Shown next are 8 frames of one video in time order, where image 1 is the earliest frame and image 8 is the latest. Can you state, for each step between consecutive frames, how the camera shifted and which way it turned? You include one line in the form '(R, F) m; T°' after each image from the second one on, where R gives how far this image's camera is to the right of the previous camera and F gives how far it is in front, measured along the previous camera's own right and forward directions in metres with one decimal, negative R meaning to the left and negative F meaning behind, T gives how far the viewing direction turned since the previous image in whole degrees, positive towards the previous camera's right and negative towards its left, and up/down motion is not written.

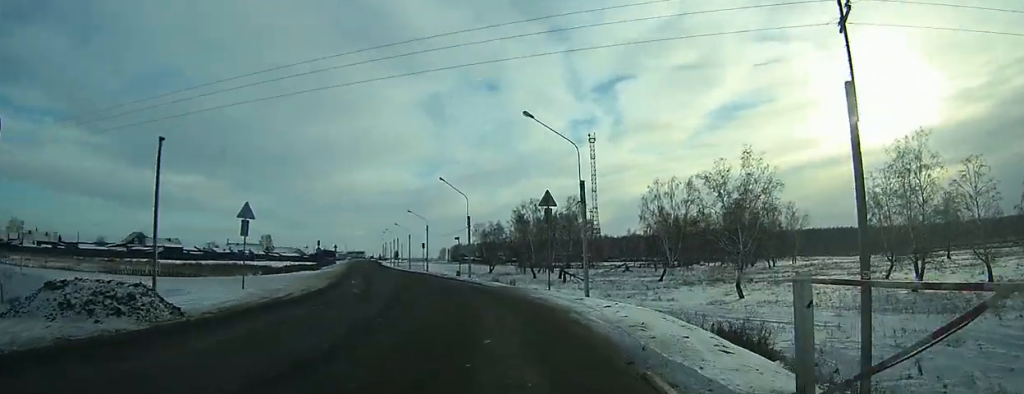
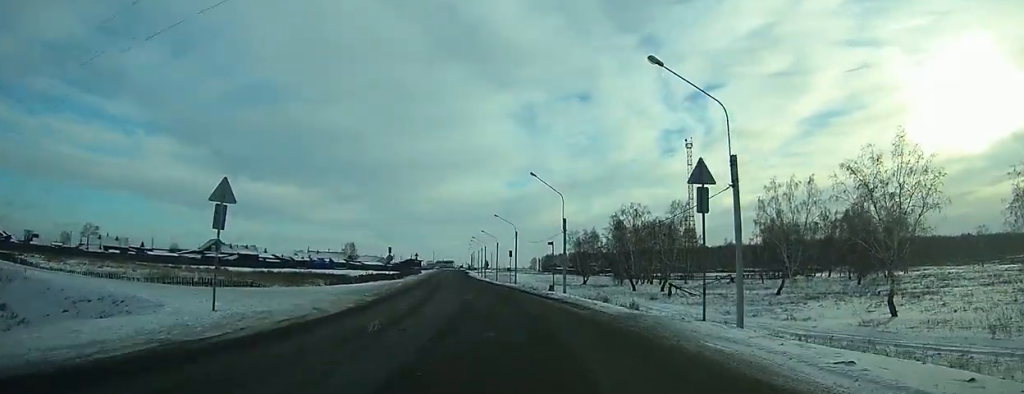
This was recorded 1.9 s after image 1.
(-1.0, +9.1) m; -9°
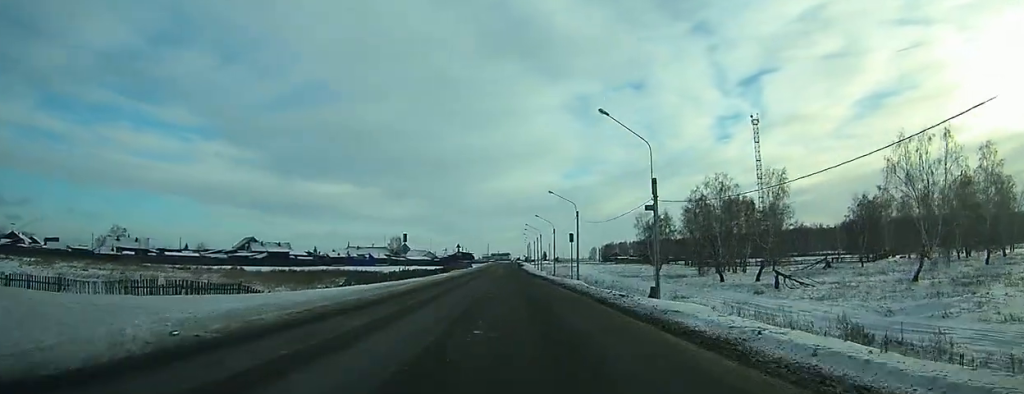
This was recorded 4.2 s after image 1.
(-0.7, +17.0) m; -4°
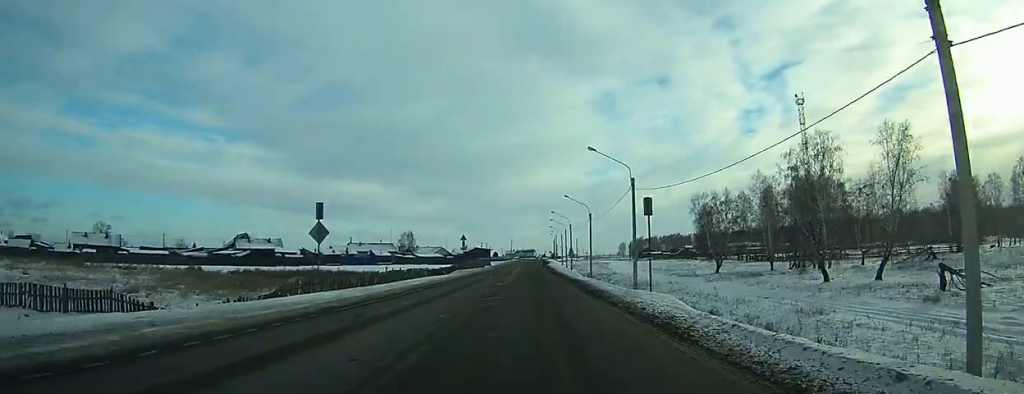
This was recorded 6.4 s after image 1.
(-0.6, +22.3) m; -3°
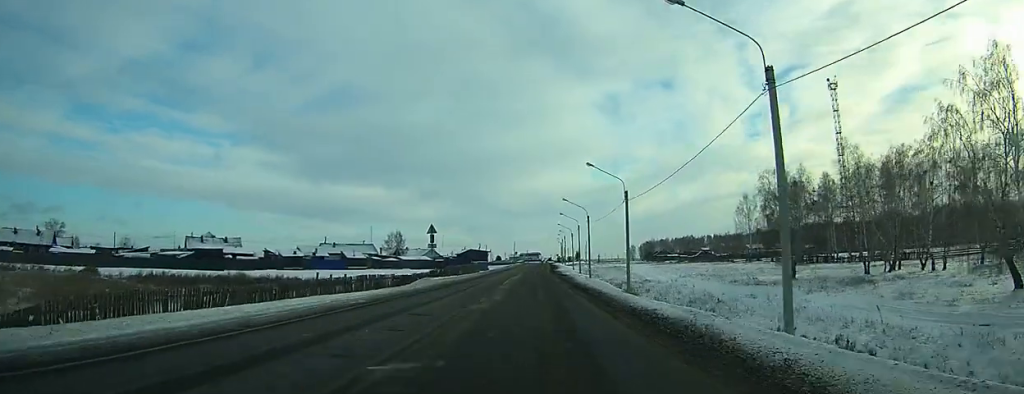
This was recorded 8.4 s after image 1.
(-0.5, +25.9) m; -1°
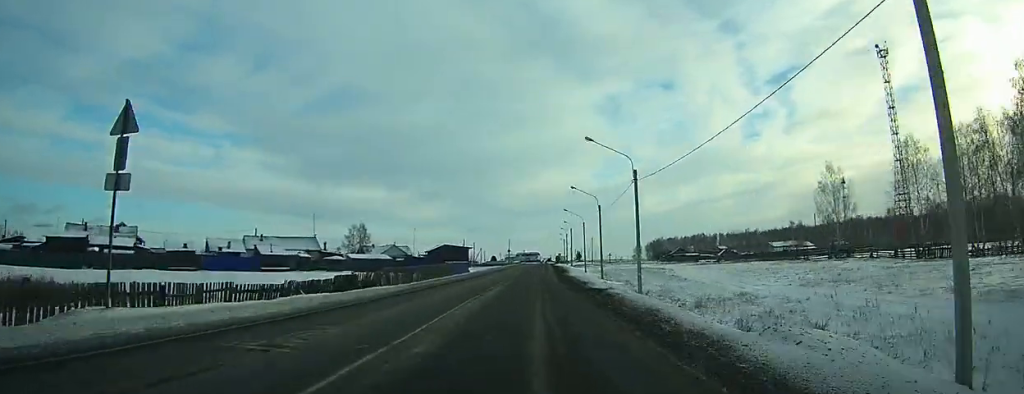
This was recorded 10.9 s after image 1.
(0.0, +39.4) m; 0°
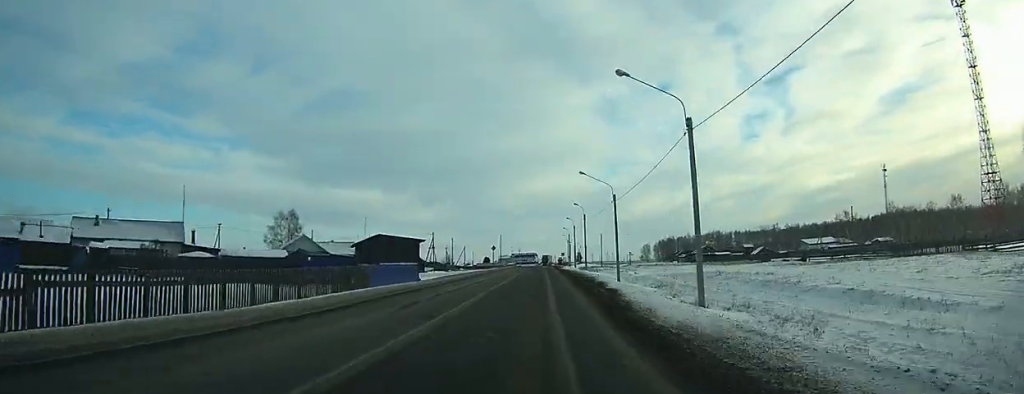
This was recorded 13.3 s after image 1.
(+0.1, +45.4) m; 0°
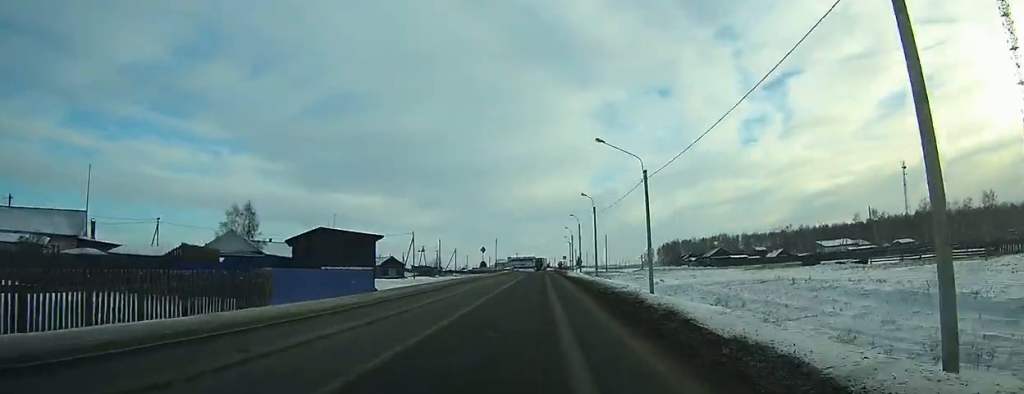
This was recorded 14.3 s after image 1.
(0.0, +17.3) m; 0°
